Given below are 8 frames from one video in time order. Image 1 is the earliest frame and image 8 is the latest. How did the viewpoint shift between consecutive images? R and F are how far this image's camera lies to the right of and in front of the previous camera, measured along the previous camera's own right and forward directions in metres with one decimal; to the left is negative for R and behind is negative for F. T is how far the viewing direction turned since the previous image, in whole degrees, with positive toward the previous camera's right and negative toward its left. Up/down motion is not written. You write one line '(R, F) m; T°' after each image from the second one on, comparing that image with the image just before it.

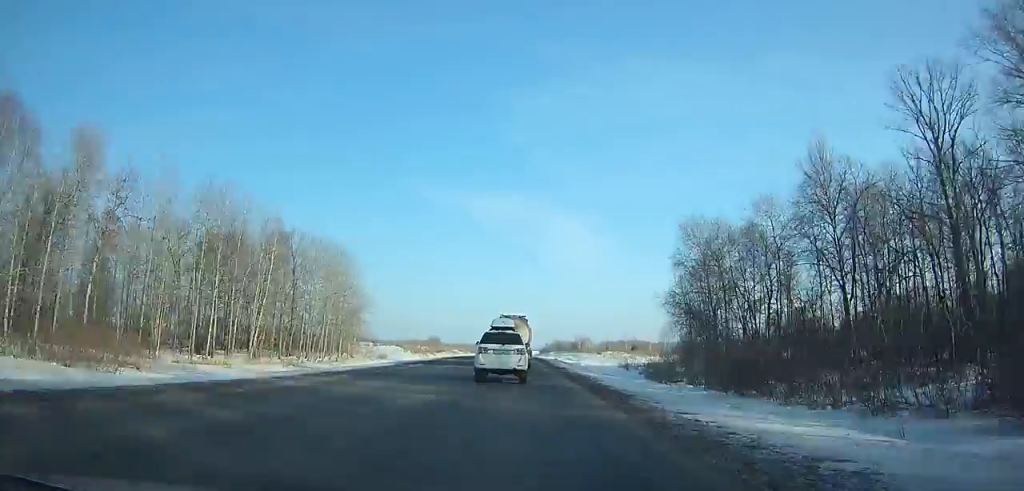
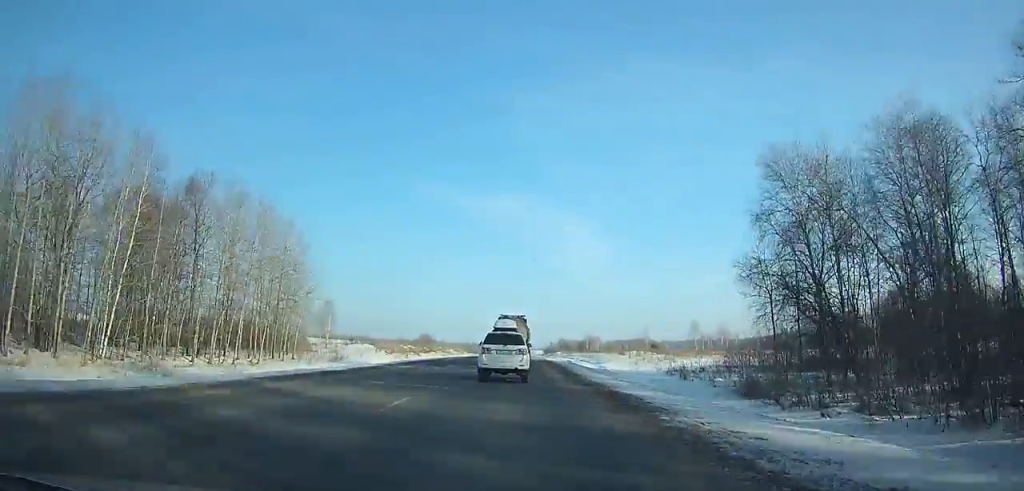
(-0.1, +25.2) m; 0°
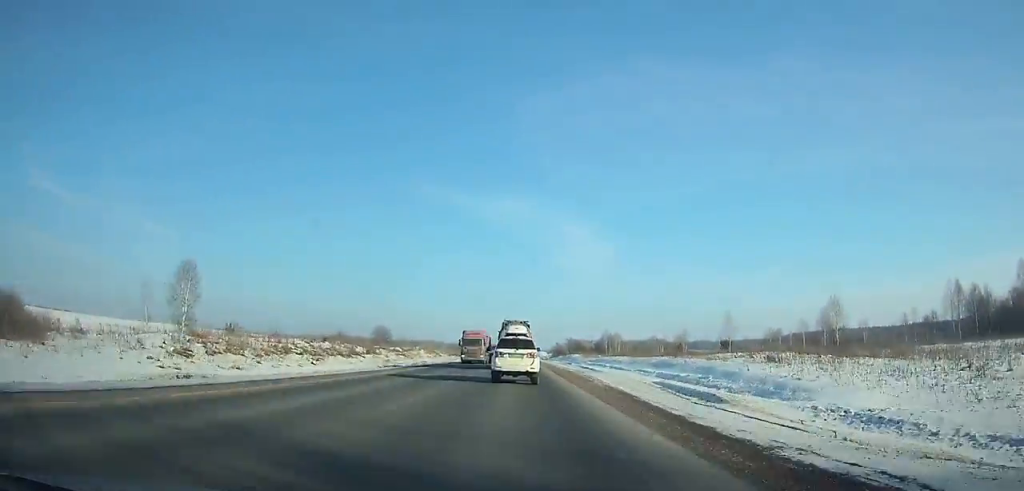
(-0.3, +59.8) m; -1°
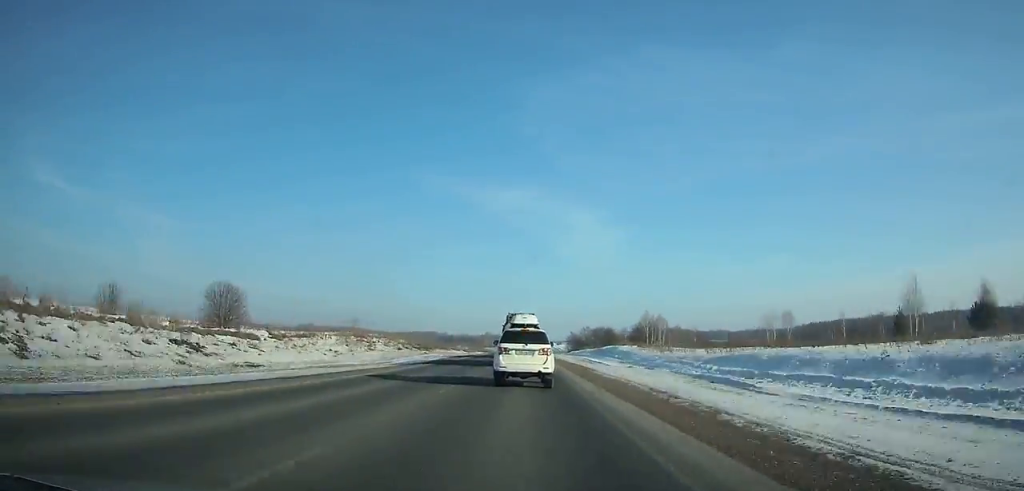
(-0.2, +65.7) m; 0°
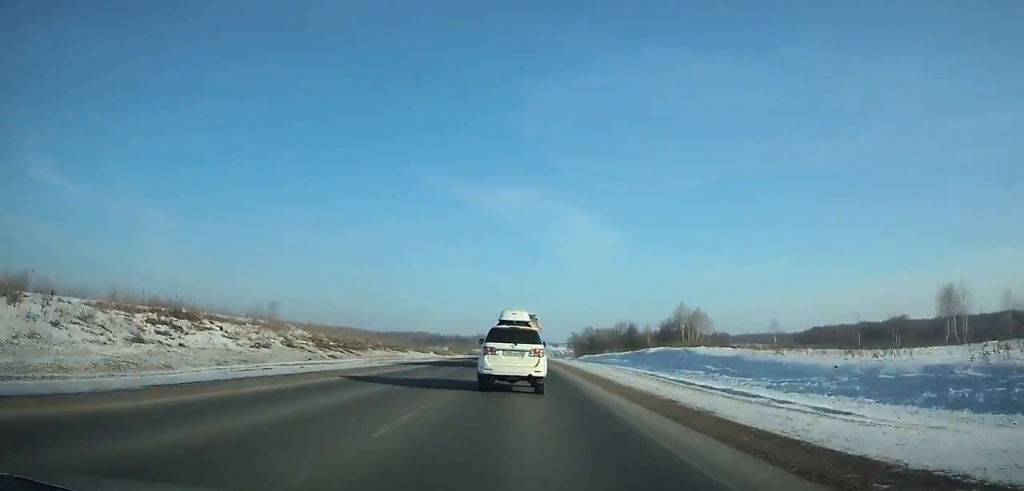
(+0.1, +43.7) m; 0°
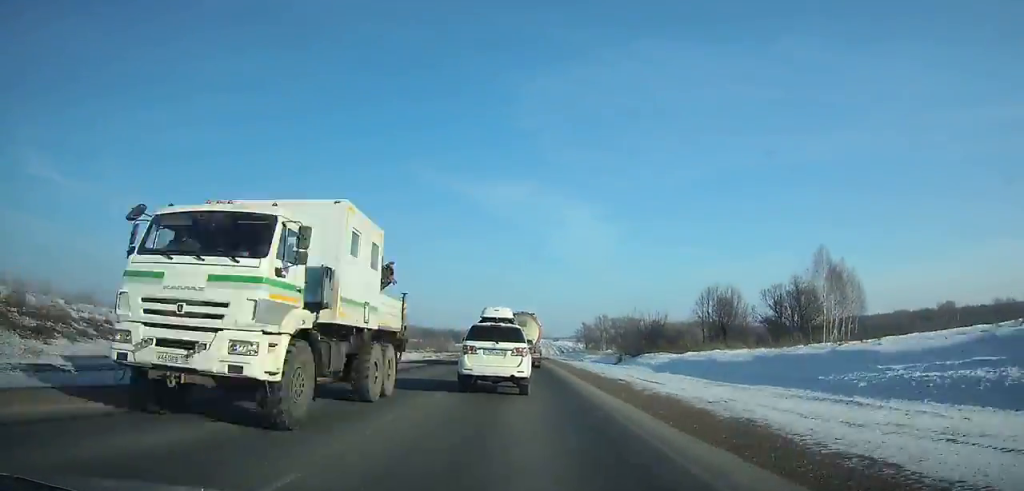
(+0.3, +65.7) m; 0°
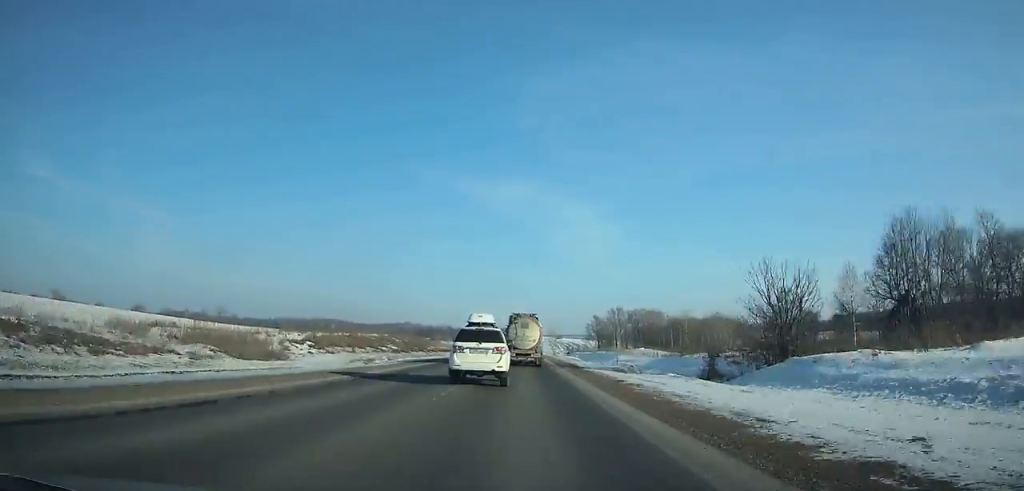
(+0.1, +38.9) m; 0°
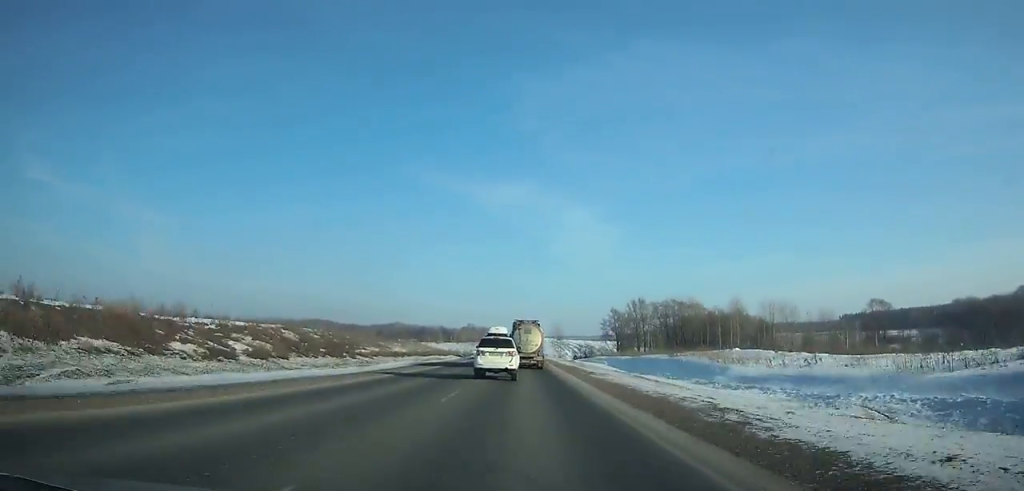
(+0.1, +49.1) m; 0°
